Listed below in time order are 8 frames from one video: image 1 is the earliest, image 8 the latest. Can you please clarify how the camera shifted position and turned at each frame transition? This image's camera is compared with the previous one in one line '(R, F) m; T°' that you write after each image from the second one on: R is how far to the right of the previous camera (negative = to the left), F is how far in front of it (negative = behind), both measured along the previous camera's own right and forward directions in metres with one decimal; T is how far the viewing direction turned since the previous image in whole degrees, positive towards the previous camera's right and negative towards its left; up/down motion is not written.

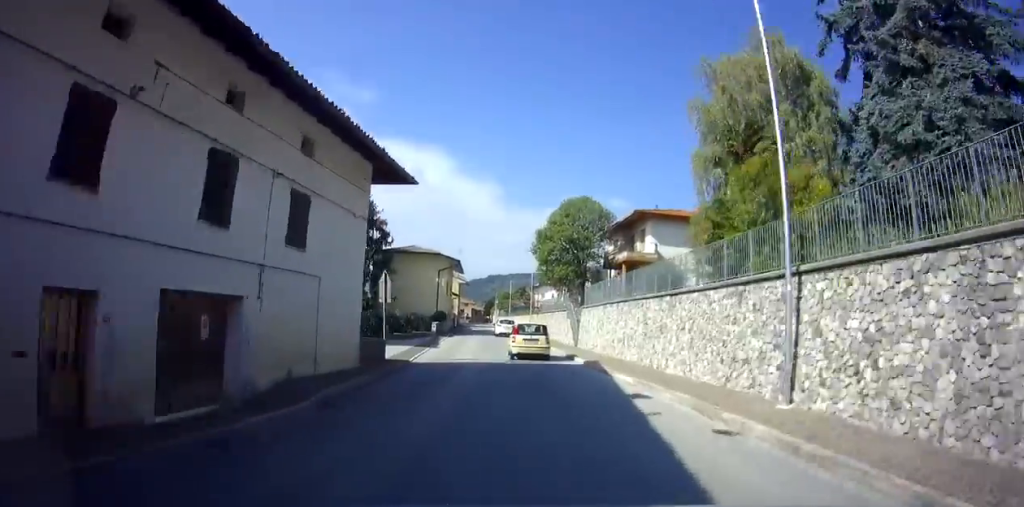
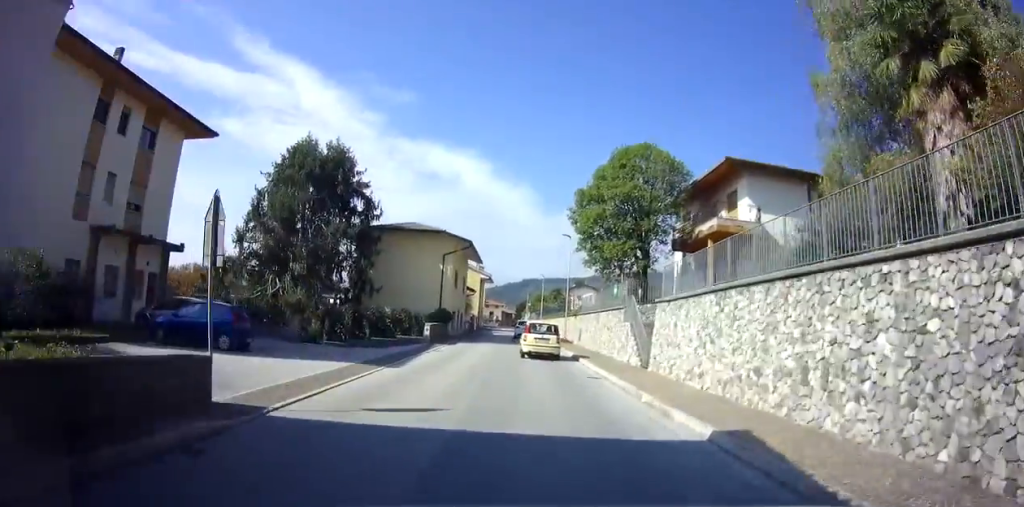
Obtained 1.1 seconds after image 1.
(0.0, +12.1) m; -1°
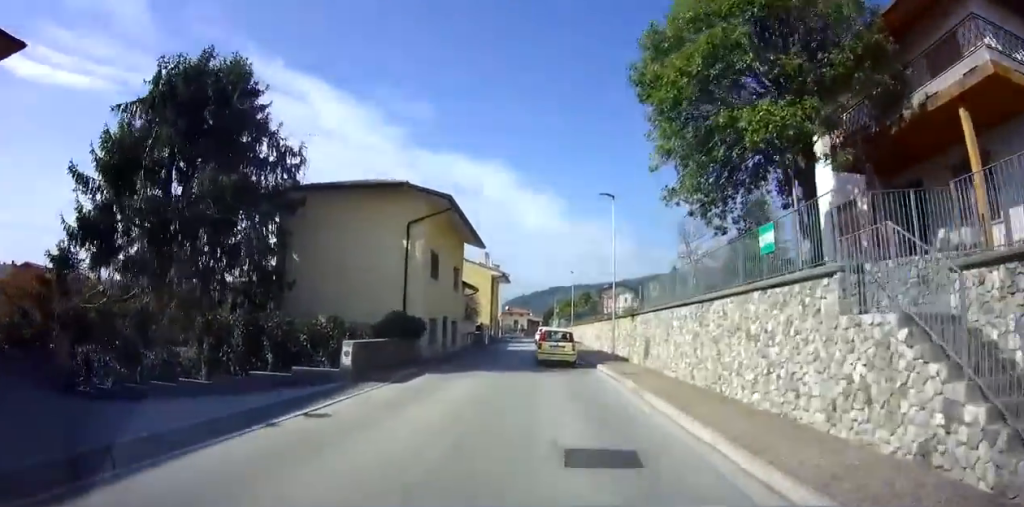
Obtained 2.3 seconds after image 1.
(-0.4, +14.3) m; -3°
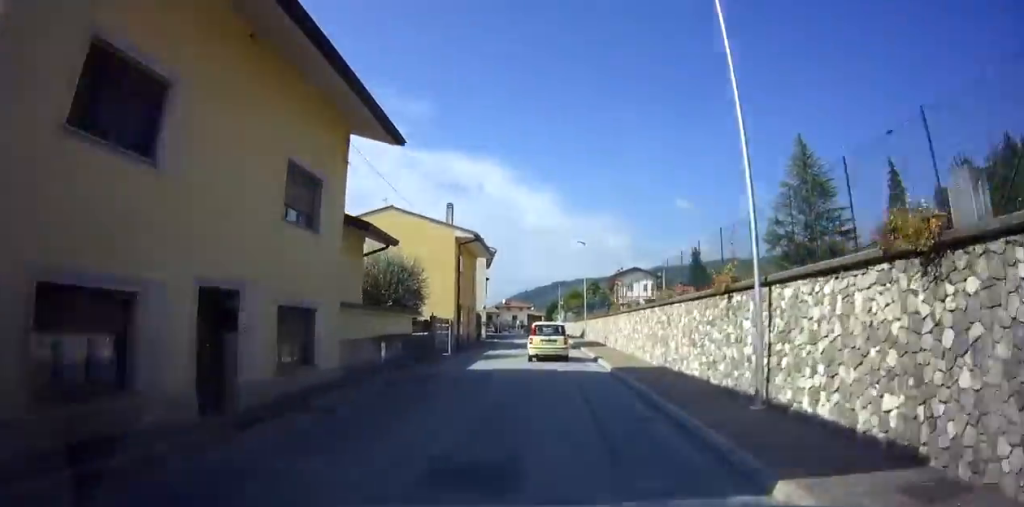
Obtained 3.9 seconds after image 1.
(-0.5, +18.4) m; -3°
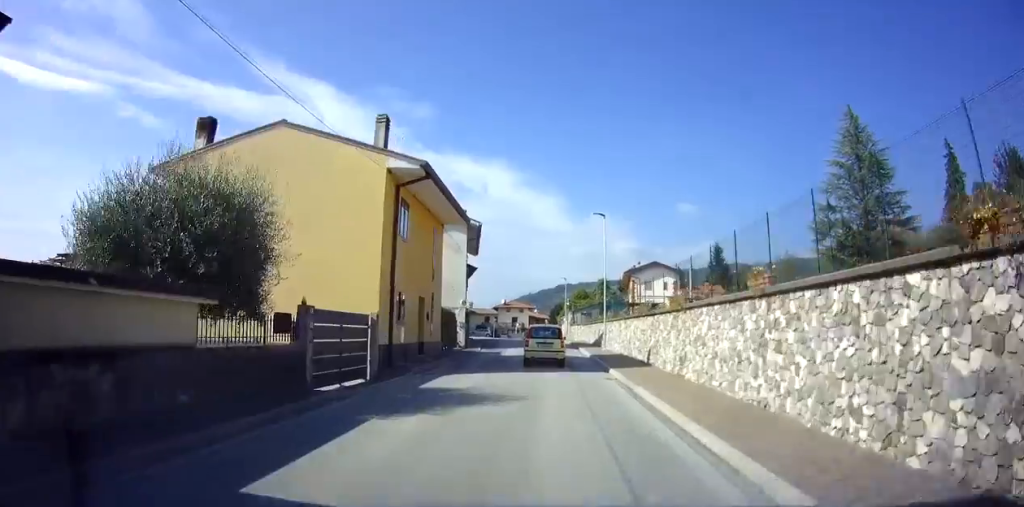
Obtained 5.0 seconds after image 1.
(-0.3, +12.9) m; -2°
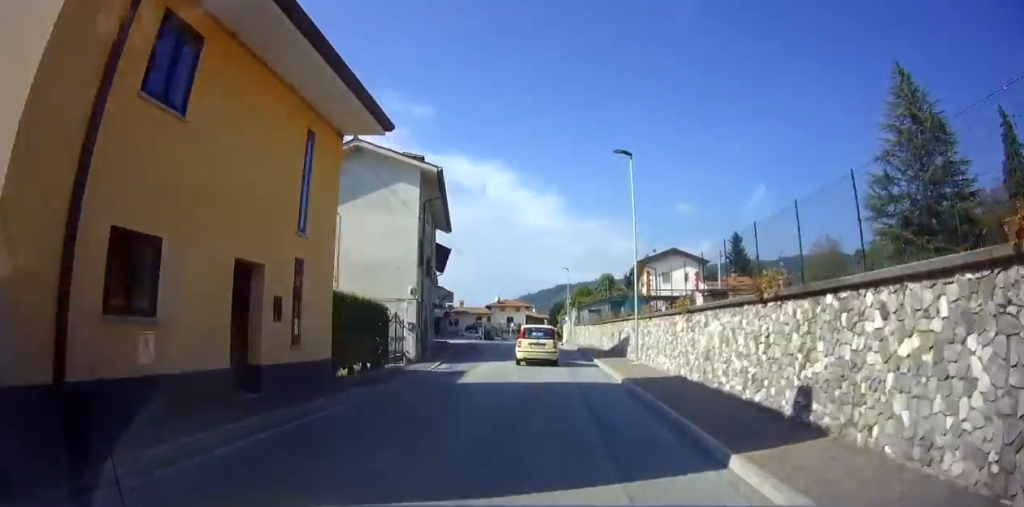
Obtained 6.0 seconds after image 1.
(0.0, +12.2) m; 0°
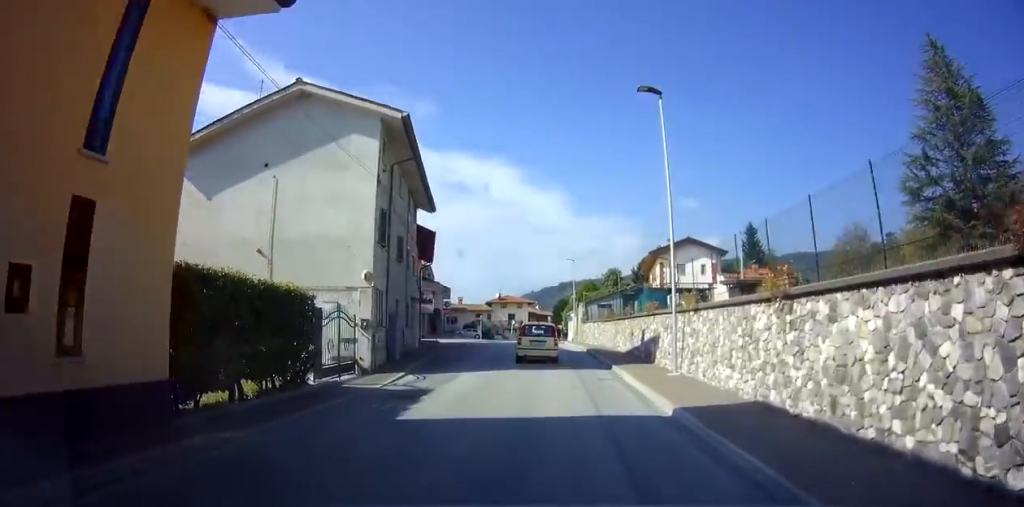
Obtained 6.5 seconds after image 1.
(0.0, +6.2) m; 0°
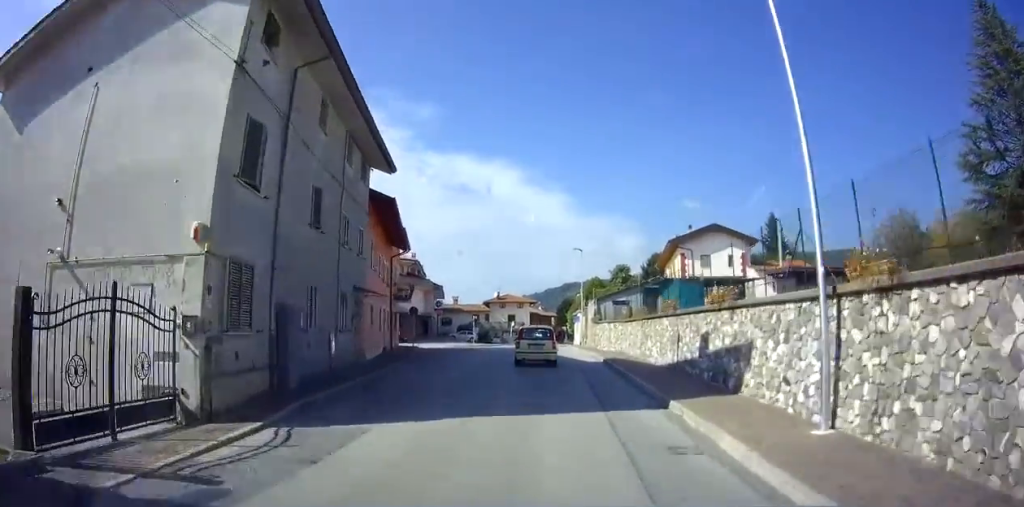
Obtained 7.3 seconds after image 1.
(0.0, +8.5) m; 0°
